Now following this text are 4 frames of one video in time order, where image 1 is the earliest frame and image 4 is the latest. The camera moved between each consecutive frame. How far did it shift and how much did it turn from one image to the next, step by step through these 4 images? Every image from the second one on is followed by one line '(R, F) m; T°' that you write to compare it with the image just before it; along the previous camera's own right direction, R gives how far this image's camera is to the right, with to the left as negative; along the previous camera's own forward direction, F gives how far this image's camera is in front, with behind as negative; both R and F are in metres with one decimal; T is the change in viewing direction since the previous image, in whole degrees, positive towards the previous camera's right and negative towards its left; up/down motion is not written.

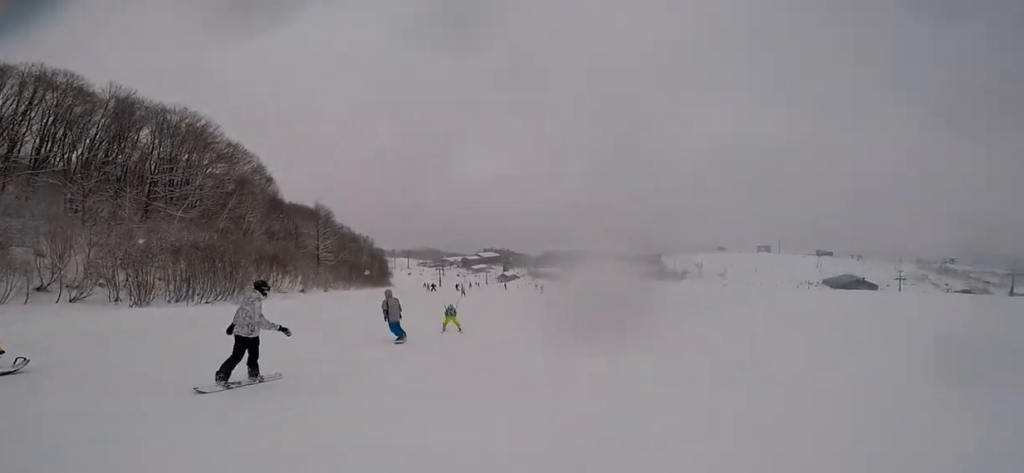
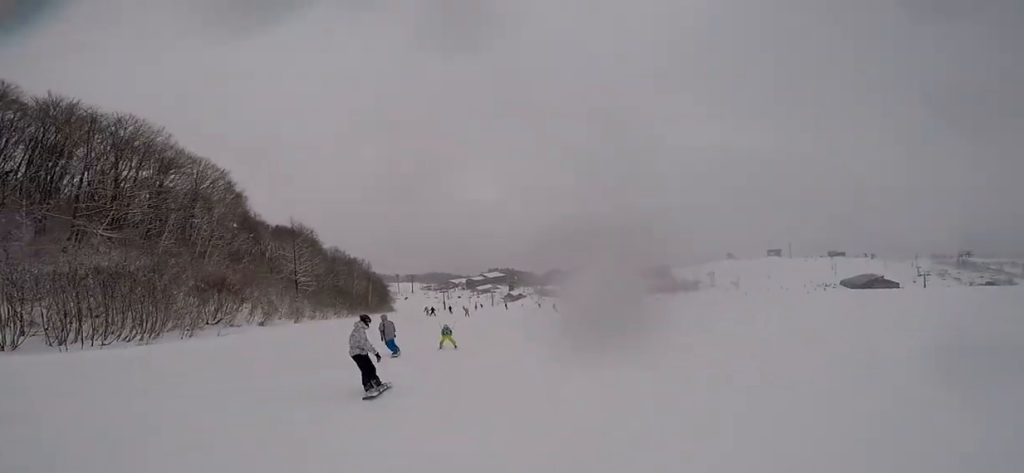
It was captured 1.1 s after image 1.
(-0.8, +8.3) m; 0°
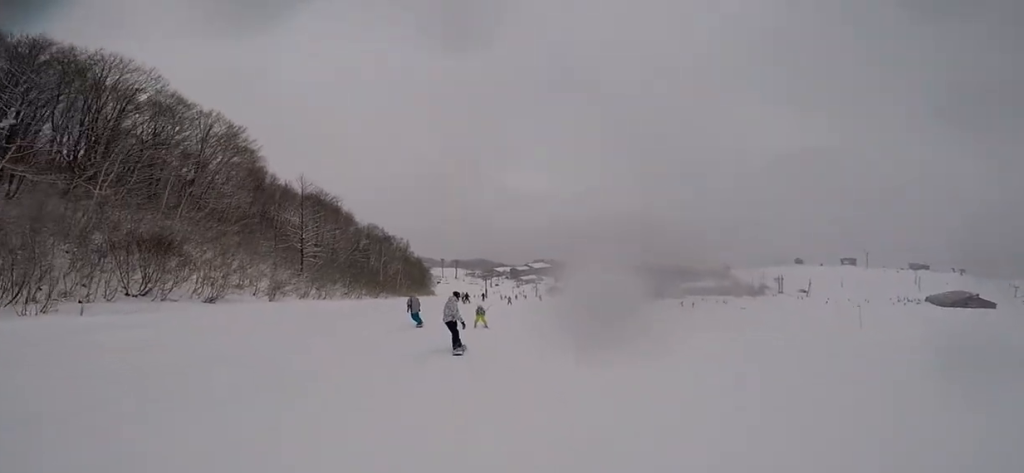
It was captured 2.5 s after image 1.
(+0.8, +11.1) m; 0°
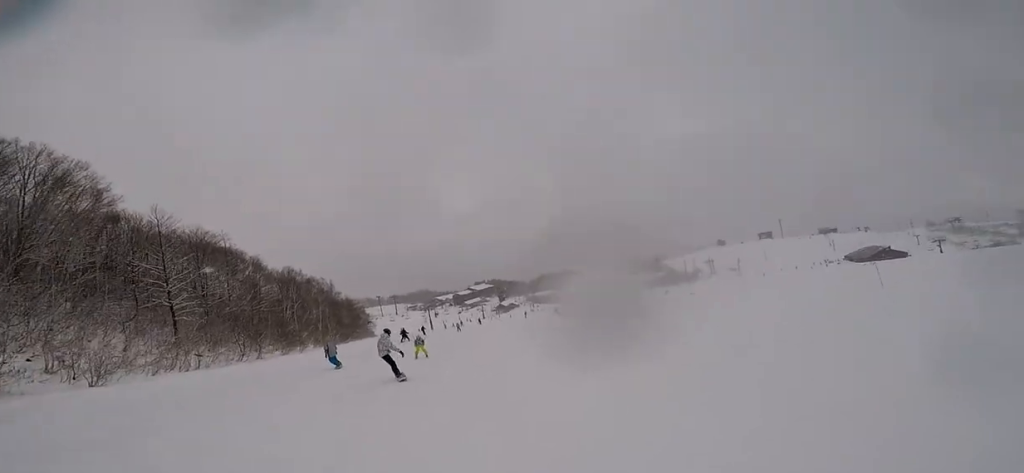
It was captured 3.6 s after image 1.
(-0.6, +8.2) m; 0°
